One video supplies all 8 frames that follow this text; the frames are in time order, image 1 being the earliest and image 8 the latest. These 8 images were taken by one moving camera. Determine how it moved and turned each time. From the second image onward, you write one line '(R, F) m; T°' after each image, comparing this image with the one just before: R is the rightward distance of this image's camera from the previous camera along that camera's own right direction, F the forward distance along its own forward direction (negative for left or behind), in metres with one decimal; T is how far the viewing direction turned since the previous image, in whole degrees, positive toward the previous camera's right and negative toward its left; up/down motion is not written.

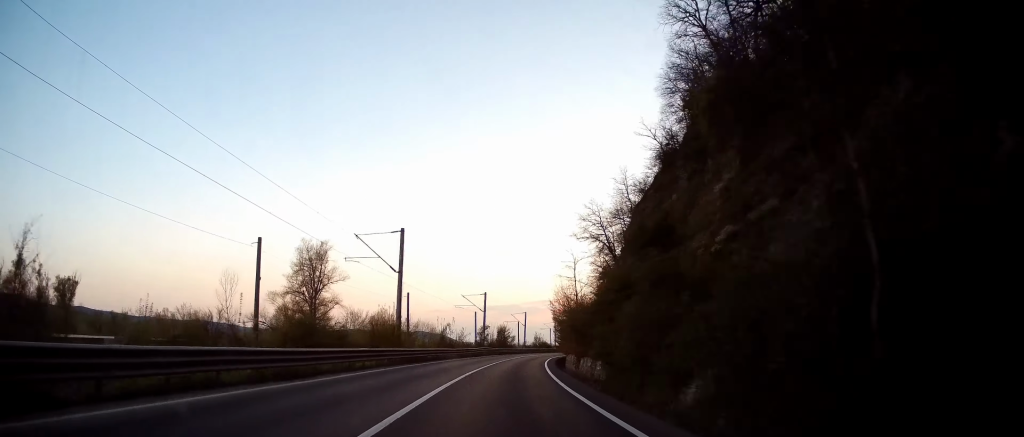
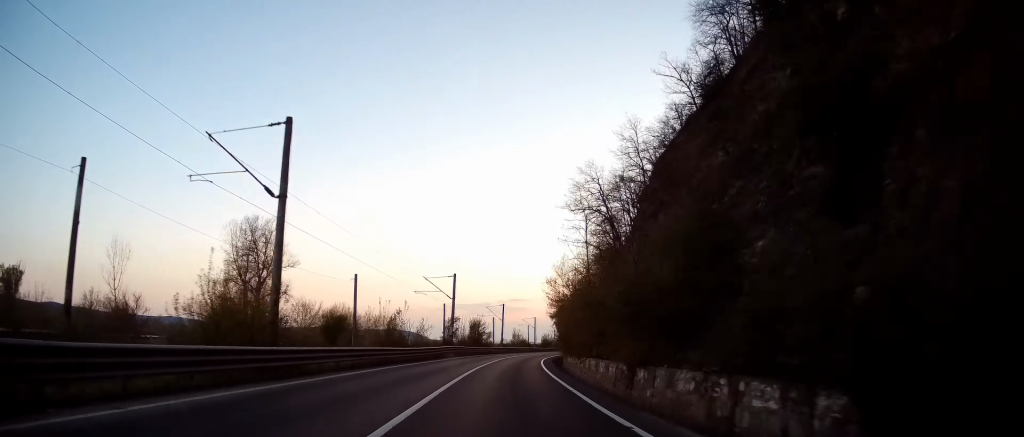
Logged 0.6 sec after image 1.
(0.0, +17.1) m; +3°
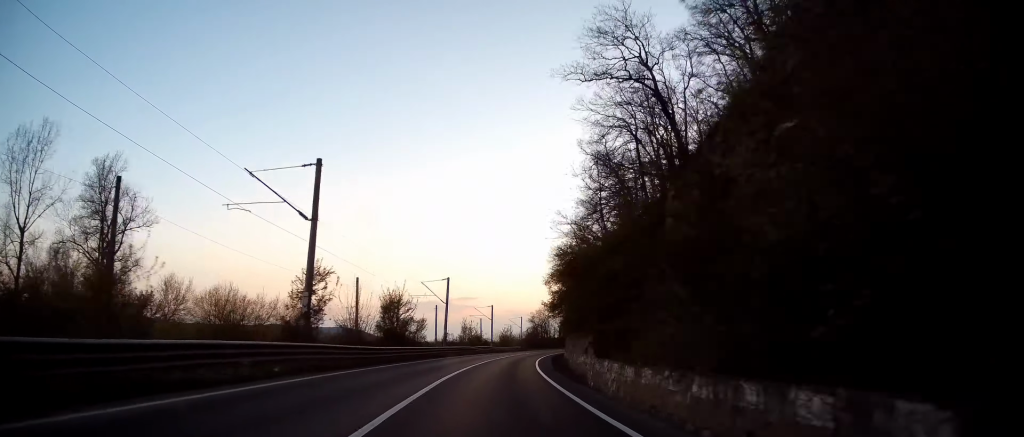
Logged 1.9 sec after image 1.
(+2.2, +34.3) m; +6°
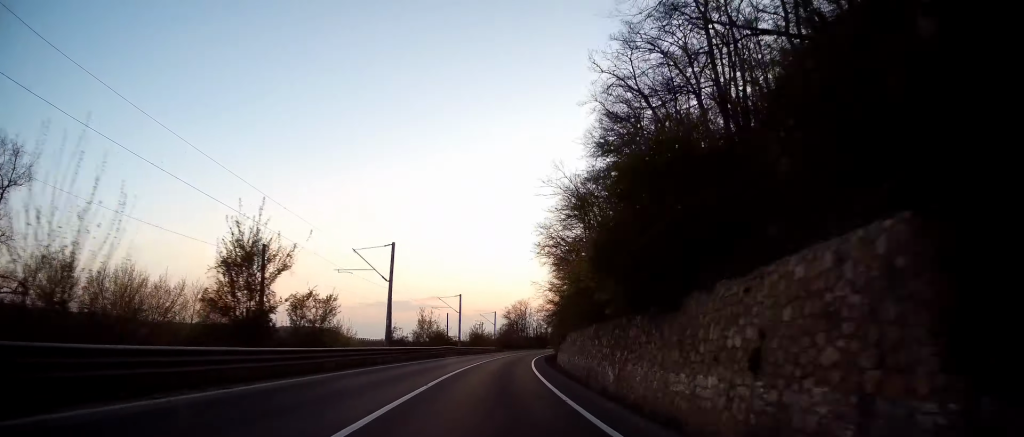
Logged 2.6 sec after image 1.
(+0.3, +20.1) m; +3°
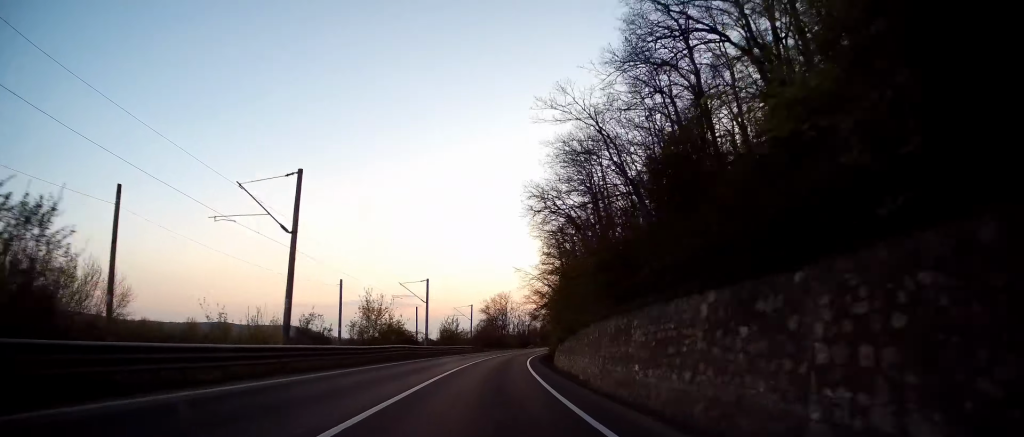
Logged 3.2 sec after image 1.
(+0.5, +16.5) m; +2°
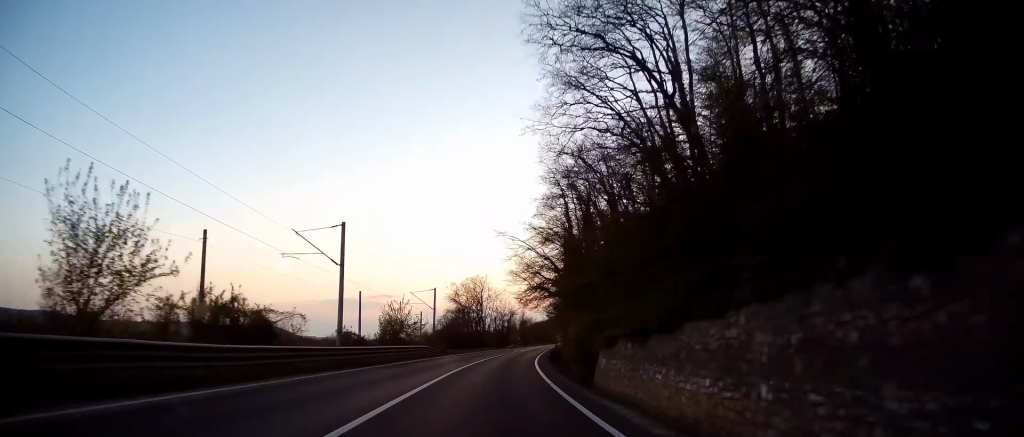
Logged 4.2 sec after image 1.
(+0.7, +27.8) m; +3°
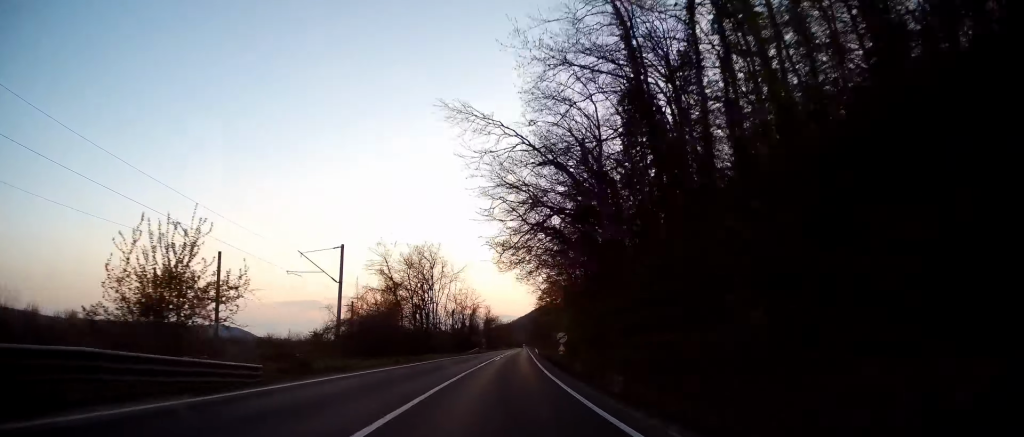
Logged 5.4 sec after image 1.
(+1.3, +32.7) m; +5°
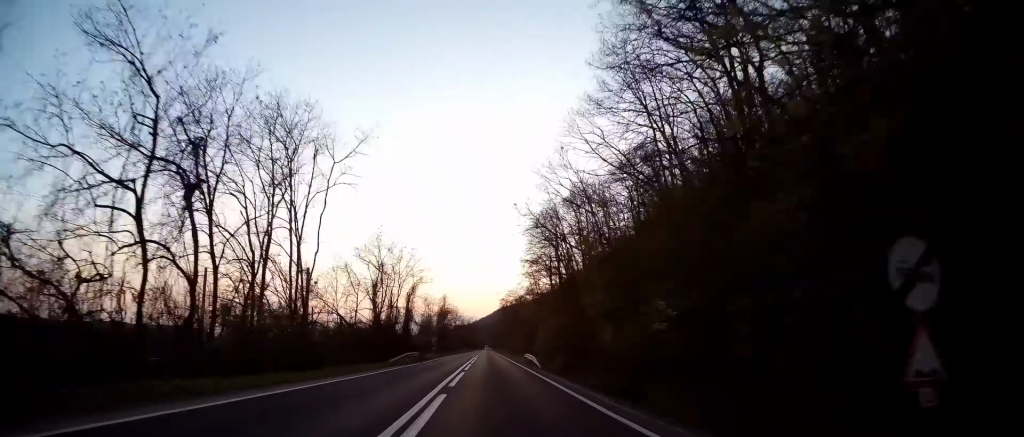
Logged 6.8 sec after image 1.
(+1.5, +39.0) m; +3°
